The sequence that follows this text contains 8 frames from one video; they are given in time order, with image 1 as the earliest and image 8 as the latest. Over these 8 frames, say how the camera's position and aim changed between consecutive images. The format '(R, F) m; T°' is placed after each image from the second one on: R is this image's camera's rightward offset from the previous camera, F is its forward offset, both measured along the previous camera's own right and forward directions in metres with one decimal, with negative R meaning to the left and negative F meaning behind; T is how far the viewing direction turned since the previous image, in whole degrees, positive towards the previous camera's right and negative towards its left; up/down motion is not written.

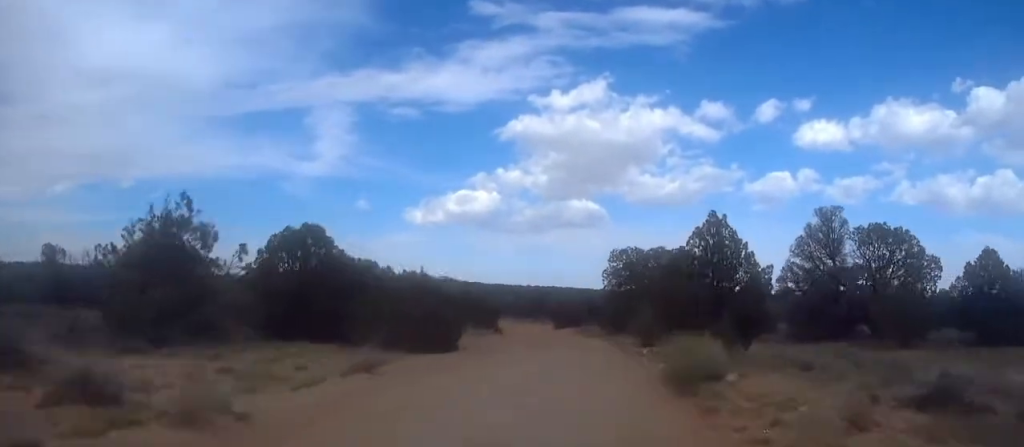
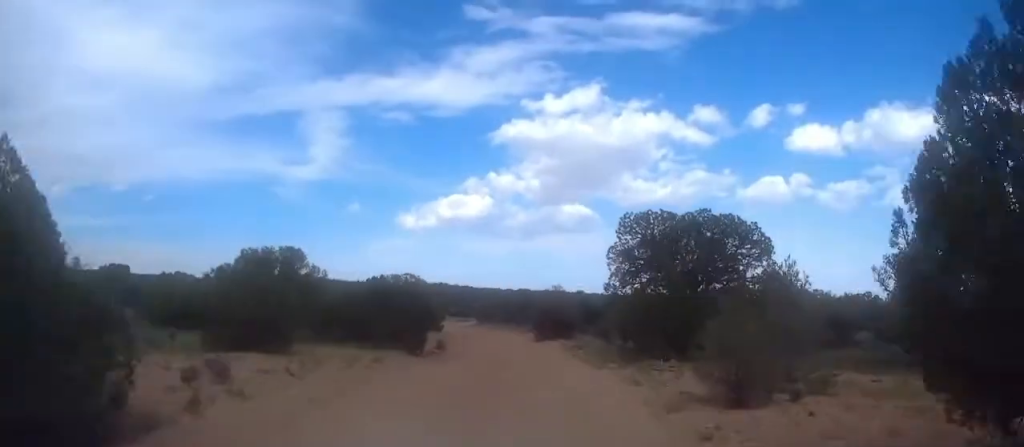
(+0.4, +20.3) m; 0°
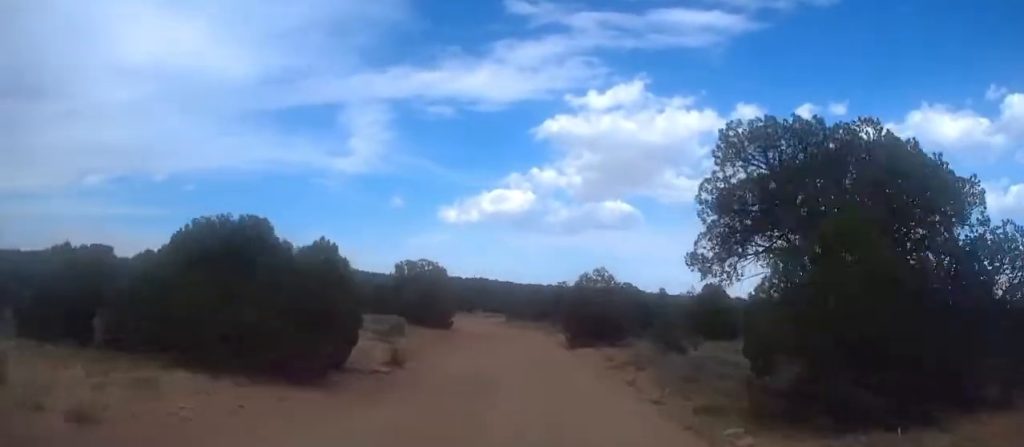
(-0.2, +14.3) m; -2°
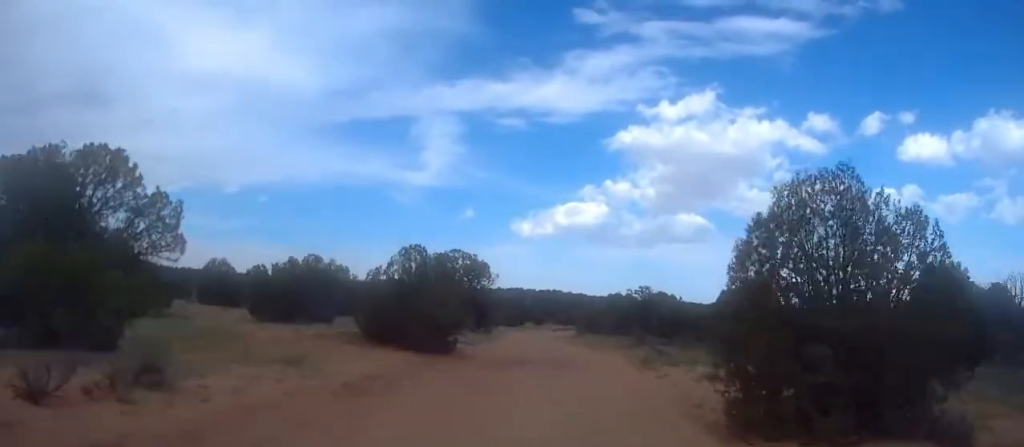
(-0.8, +22.9) m; -4°
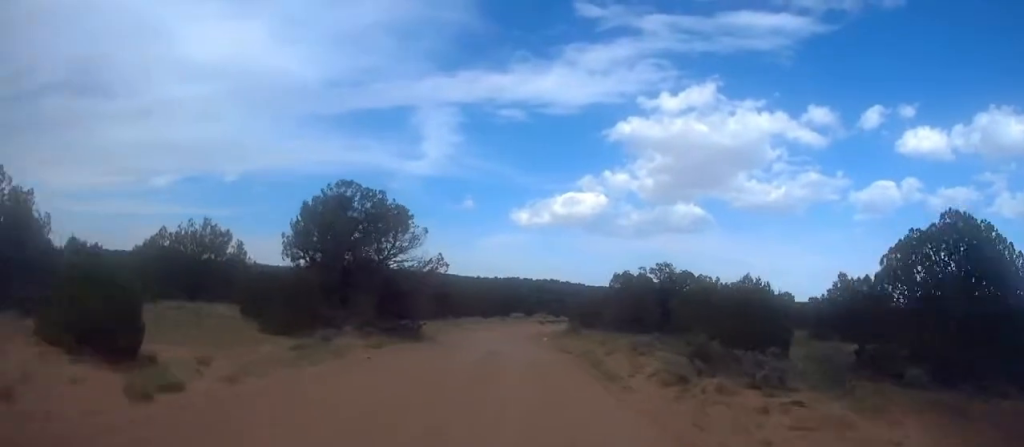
(-0.7, +26.8) m; -3°
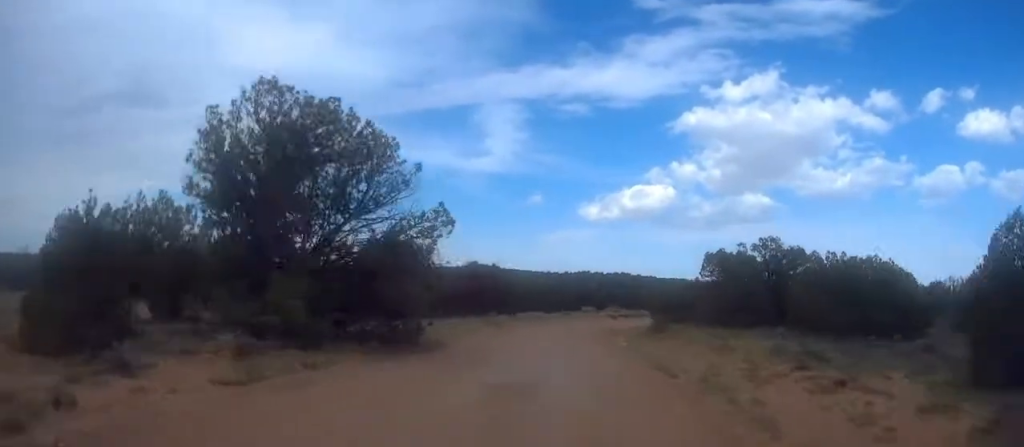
(0.0, +14.9) m; -3°
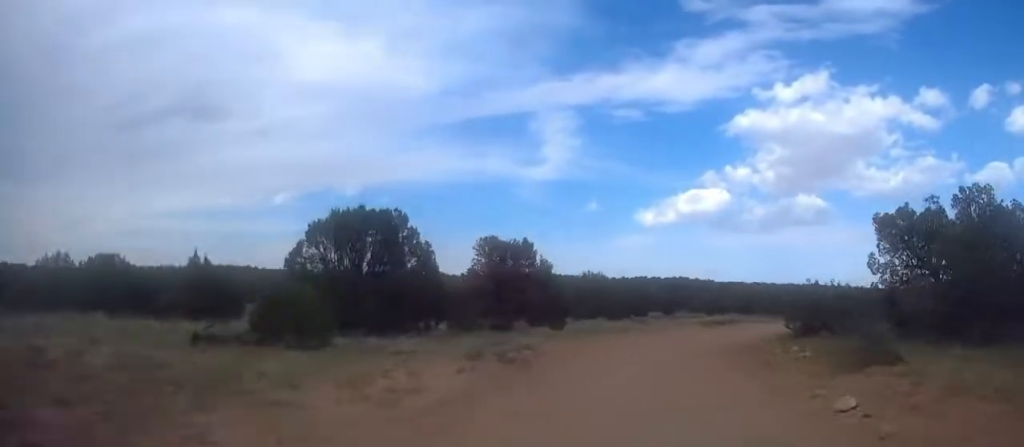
(-1.7, +22.7) m; -5°
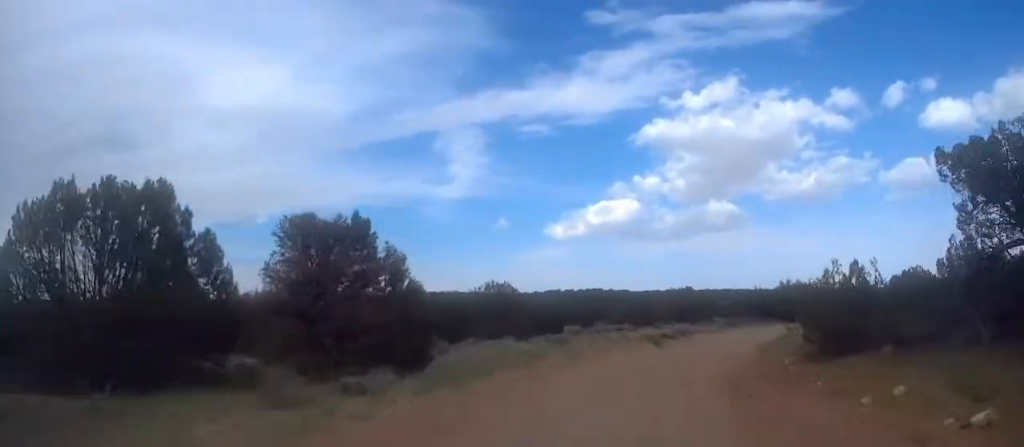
(-0.5, +14.0) m; +2°
